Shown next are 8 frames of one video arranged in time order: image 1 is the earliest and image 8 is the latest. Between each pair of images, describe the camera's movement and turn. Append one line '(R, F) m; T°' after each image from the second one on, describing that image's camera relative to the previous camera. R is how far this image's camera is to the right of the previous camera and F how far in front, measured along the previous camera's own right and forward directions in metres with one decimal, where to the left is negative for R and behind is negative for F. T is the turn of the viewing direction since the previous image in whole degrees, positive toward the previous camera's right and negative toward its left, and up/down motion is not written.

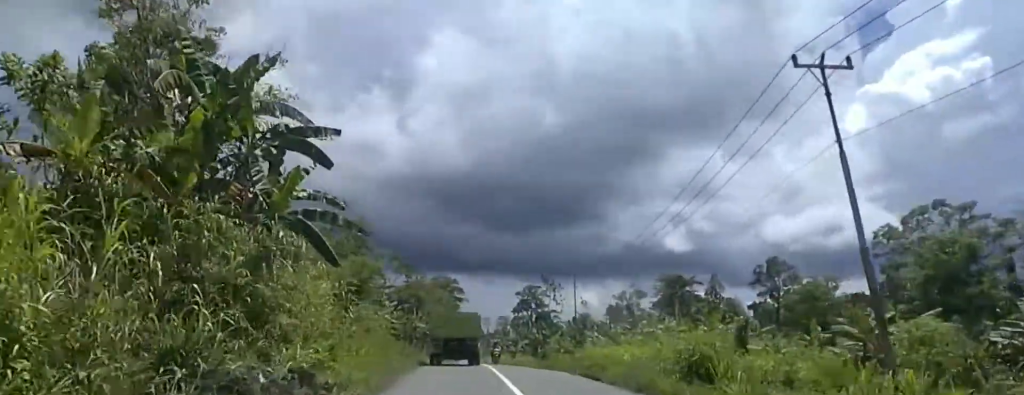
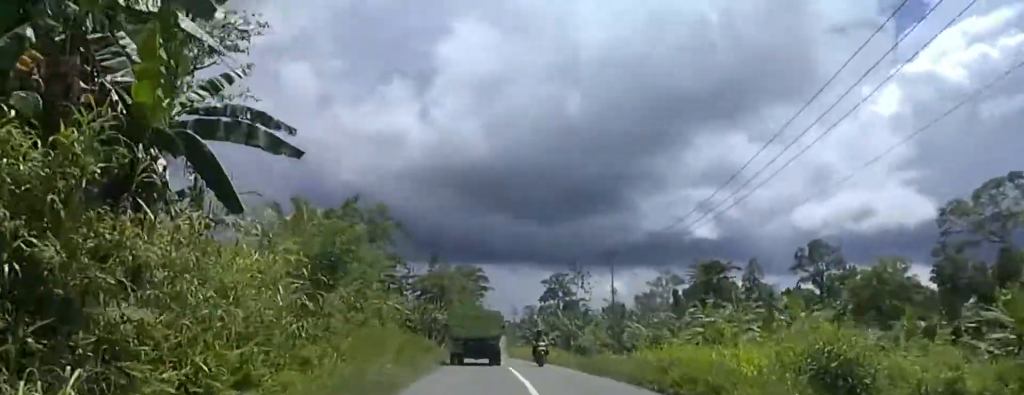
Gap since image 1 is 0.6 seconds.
(0.0, +6.7) m; -2°
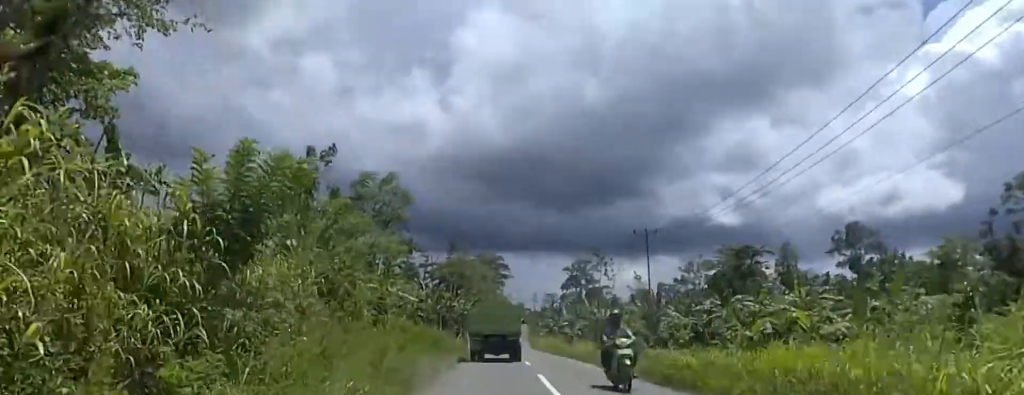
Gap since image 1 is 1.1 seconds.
(+0.1, +6.0) m; -2°
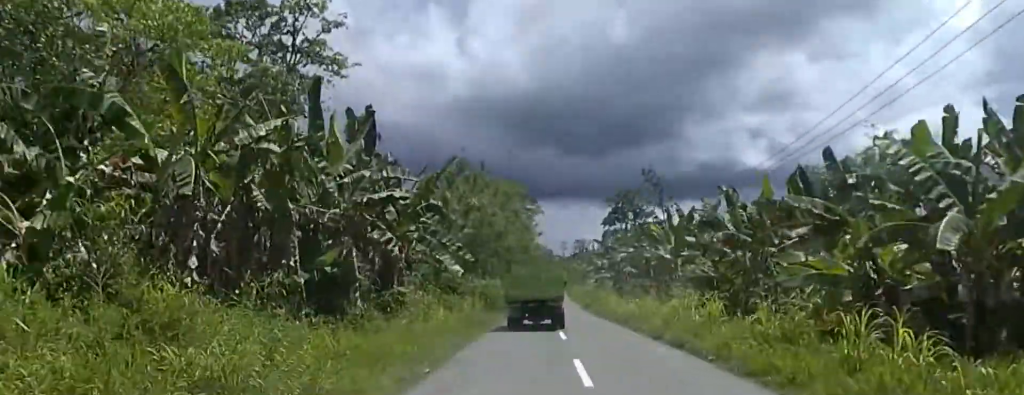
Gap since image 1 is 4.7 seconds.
(+0.4, +44.6) m; +2°
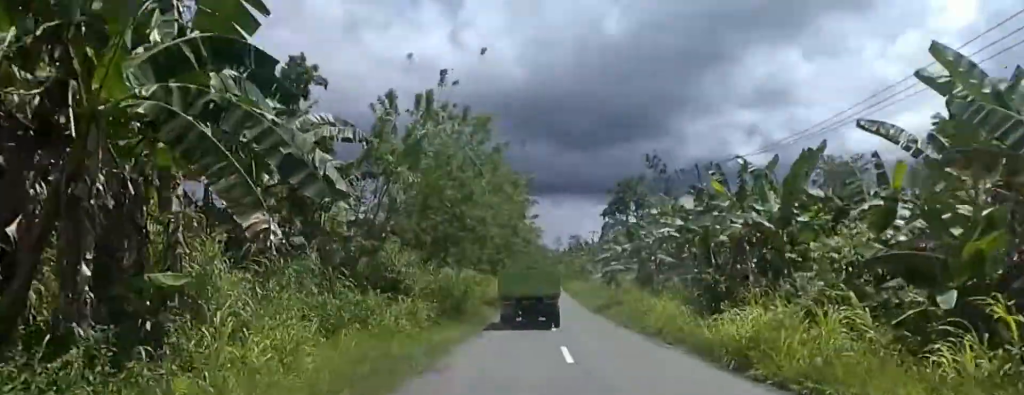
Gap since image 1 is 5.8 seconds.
(0.0, +13.1) m; -2°
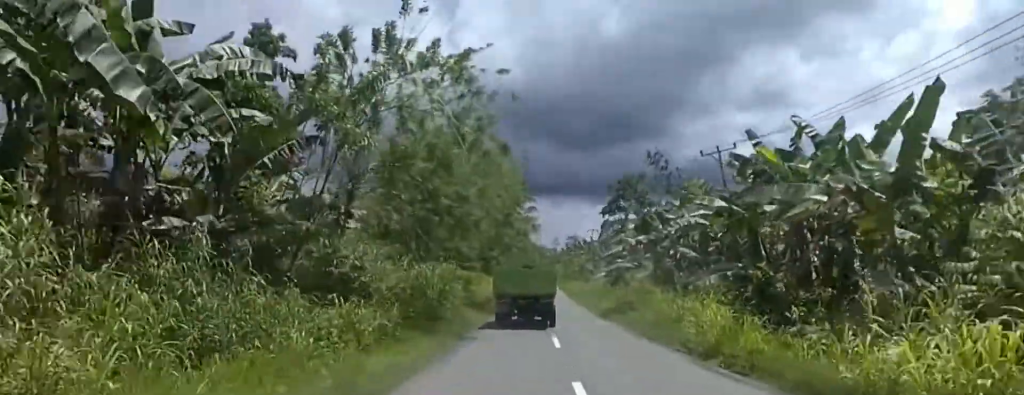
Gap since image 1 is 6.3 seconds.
(-0.1, +5.2) m; 0°
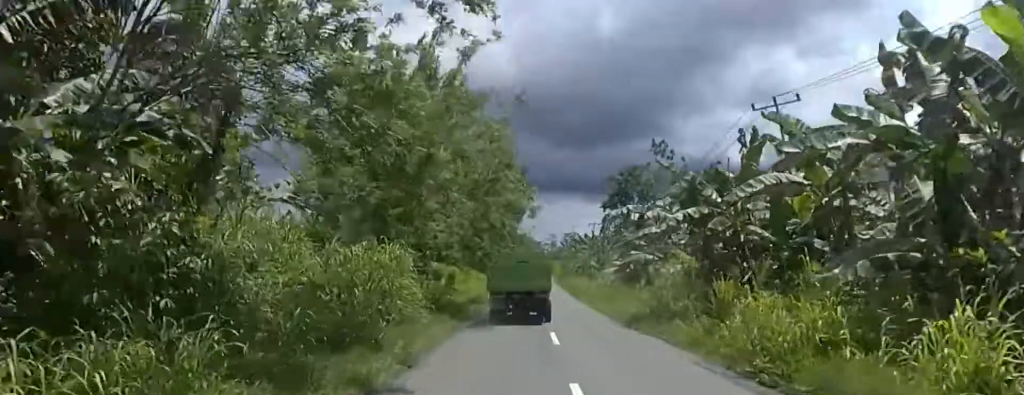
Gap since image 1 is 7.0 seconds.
(-0.4, +8.5) m; +1°
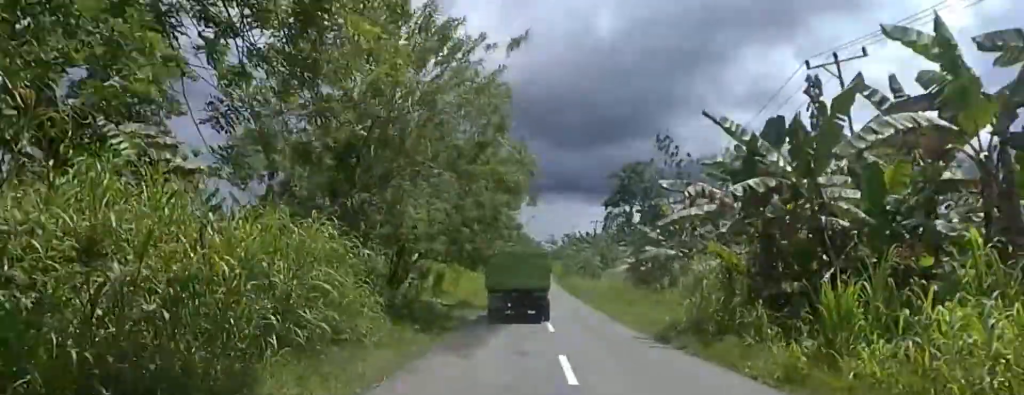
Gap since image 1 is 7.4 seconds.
(+0.2, +5.1) m; +1°
